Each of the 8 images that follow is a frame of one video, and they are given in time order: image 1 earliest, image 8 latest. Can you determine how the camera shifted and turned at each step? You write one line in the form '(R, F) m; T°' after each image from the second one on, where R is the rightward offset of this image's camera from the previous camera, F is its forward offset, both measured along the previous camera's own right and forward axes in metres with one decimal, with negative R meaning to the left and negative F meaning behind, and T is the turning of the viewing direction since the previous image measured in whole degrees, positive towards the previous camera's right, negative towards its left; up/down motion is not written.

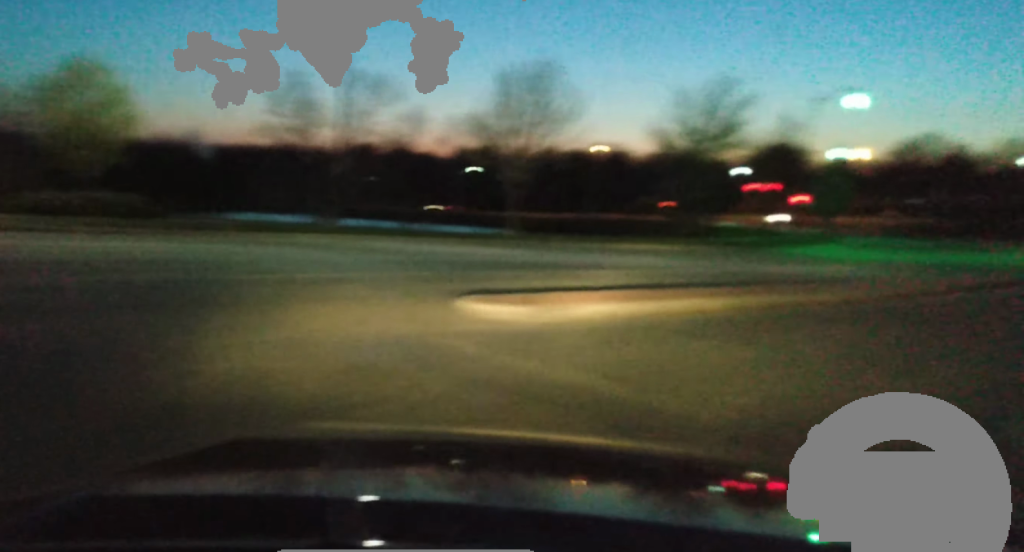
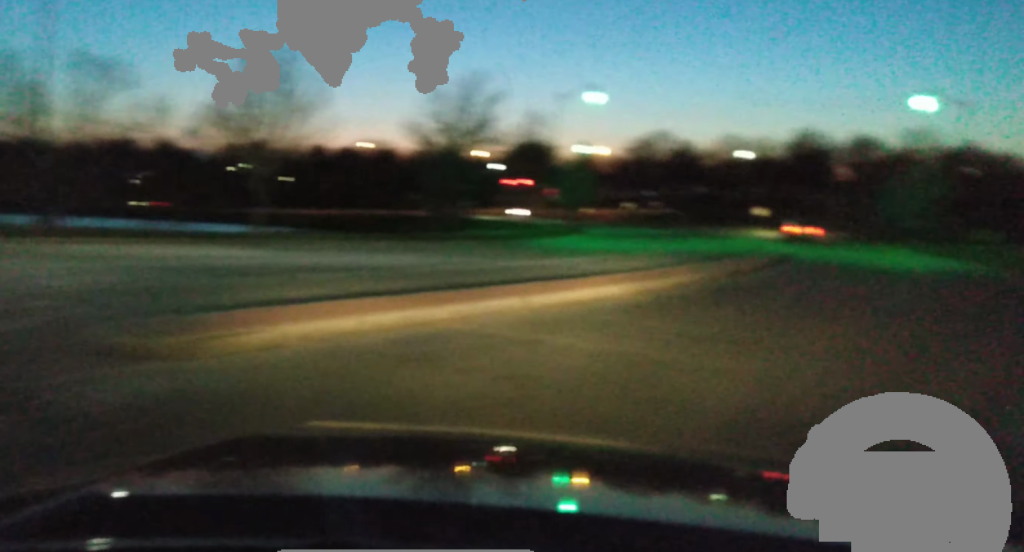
(+0.2, +3.2) m; +7°
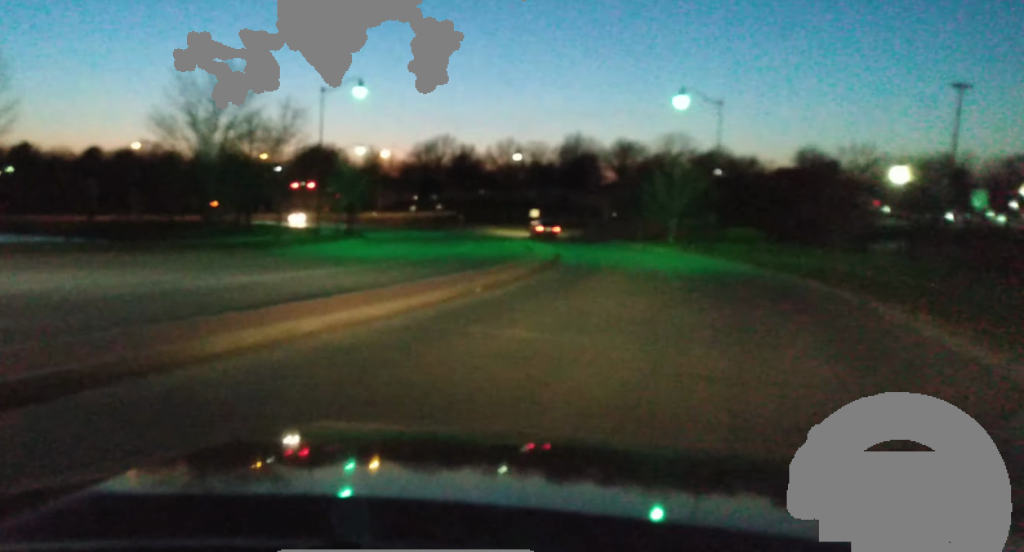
(+0.4, +6.4) m; +7°
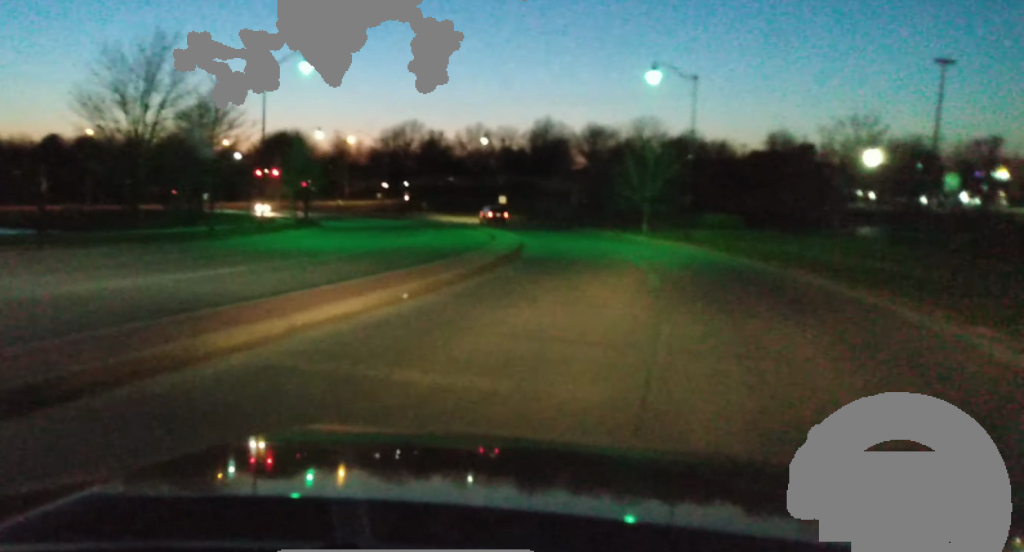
(+0.2, +4.8) m; +2°
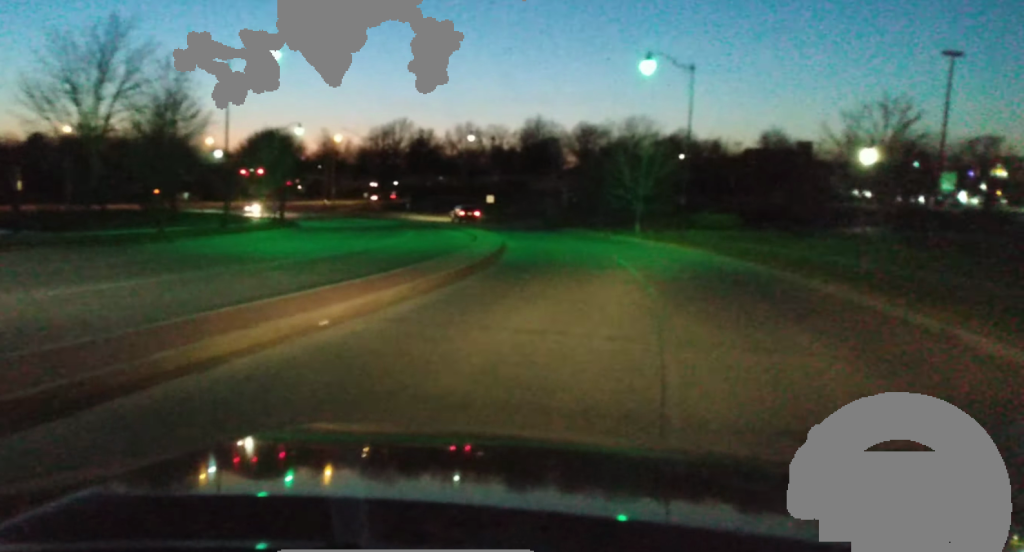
(0.0, +4.0) m; +1°
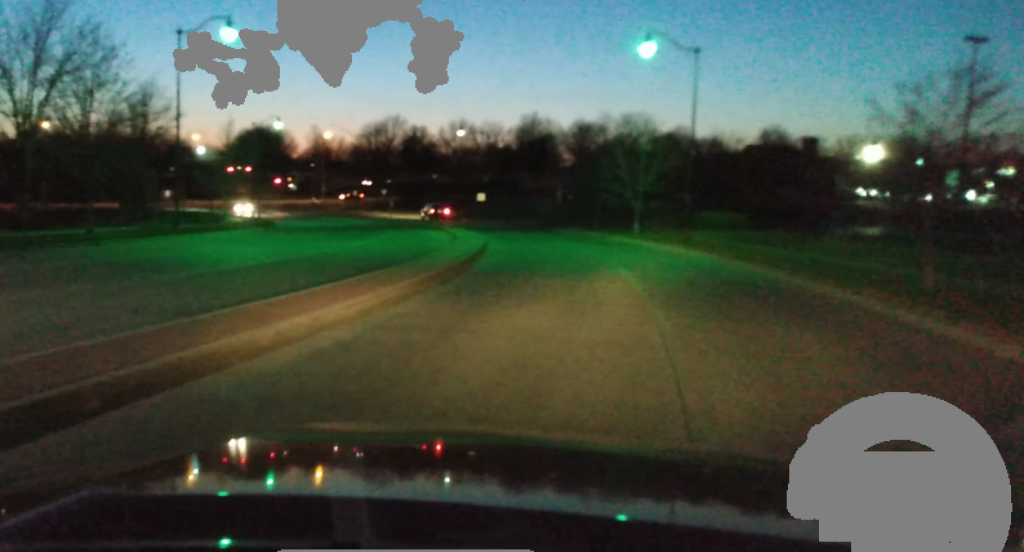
(+0.1, +5.4) m; 0°
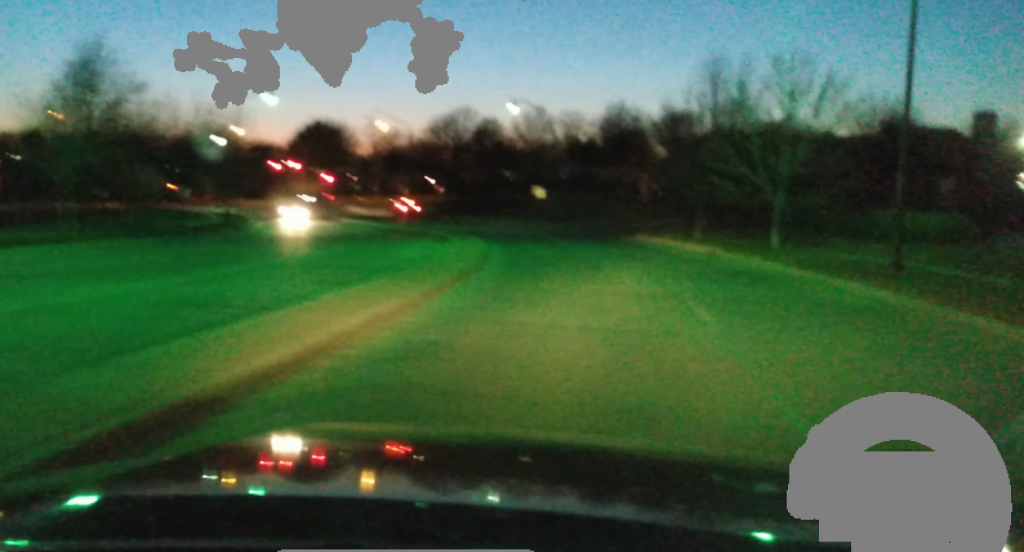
(+0.4, +24.4) m; 0°
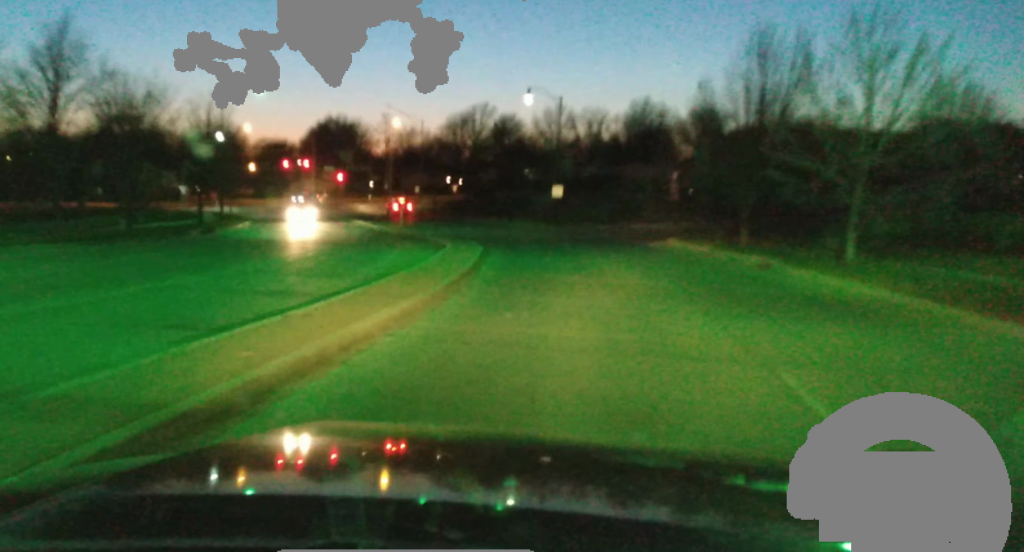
(-0.4, +7.1) m; -4°
